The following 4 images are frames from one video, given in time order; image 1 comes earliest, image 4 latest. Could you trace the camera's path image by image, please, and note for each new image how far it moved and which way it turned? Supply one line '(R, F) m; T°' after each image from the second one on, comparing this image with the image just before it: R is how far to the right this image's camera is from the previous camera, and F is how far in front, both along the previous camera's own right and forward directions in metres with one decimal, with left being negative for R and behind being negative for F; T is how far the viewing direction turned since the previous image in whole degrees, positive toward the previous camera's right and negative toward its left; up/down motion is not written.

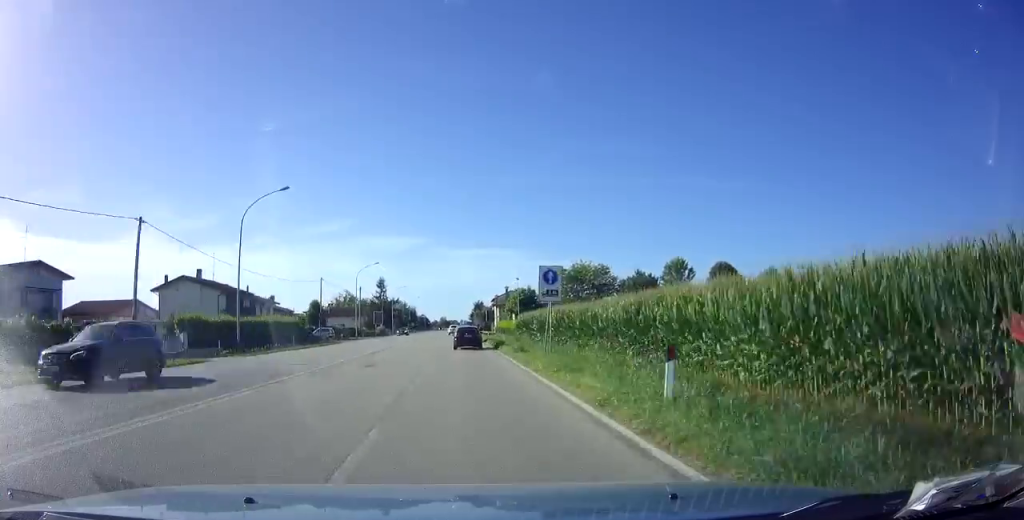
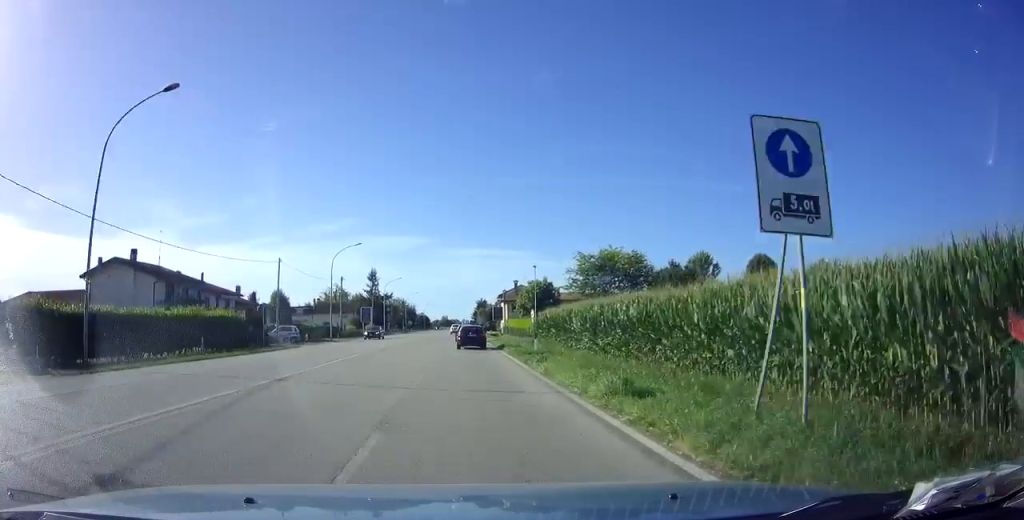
(-0.1, +14.9) m; 0°
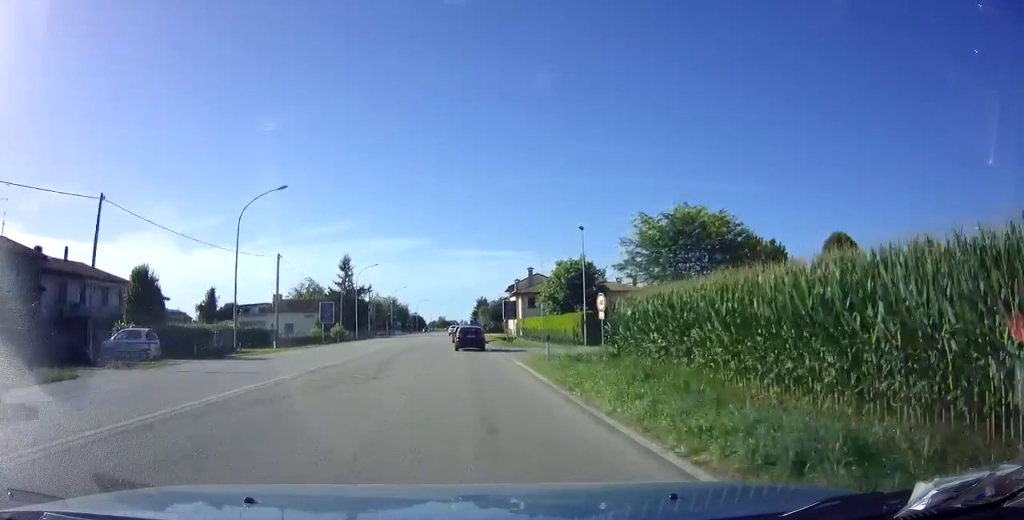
(0.0, +24.3) m; 0°
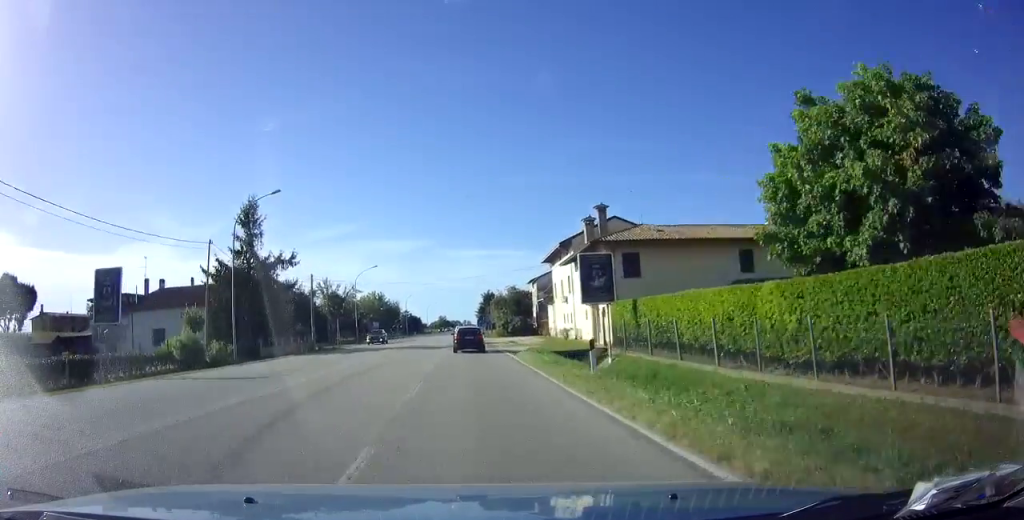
(-0.1, +41.3) m; 0°
